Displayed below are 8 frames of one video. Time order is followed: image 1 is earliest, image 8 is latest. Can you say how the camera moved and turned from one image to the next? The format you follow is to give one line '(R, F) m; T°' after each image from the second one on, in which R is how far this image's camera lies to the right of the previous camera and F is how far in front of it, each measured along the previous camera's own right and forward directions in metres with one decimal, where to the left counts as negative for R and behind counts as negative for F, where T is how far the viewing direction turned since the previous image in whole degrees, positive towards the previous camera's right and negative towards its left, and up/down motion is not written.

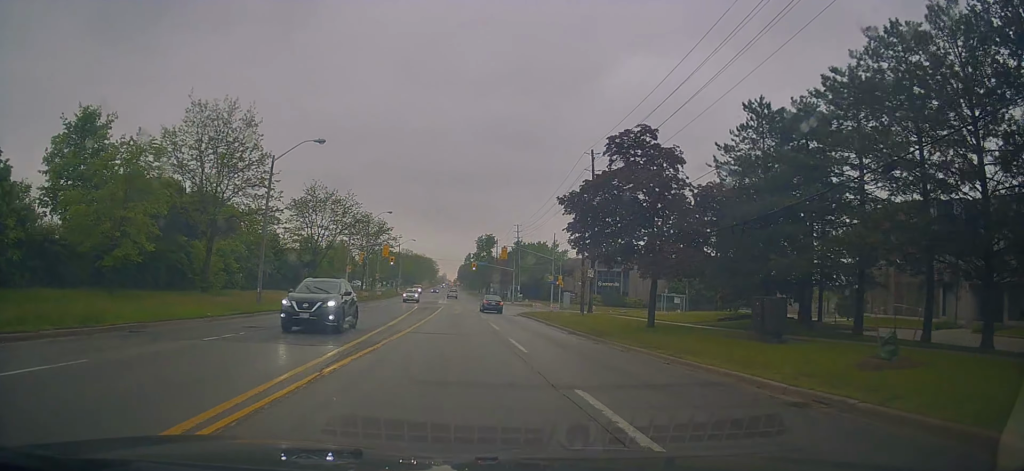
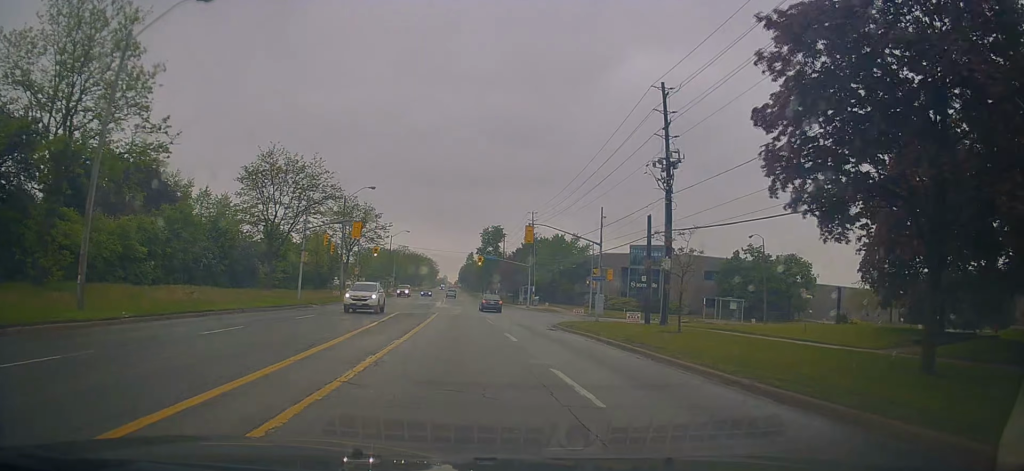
(-0.1, +17.4) m; 0°
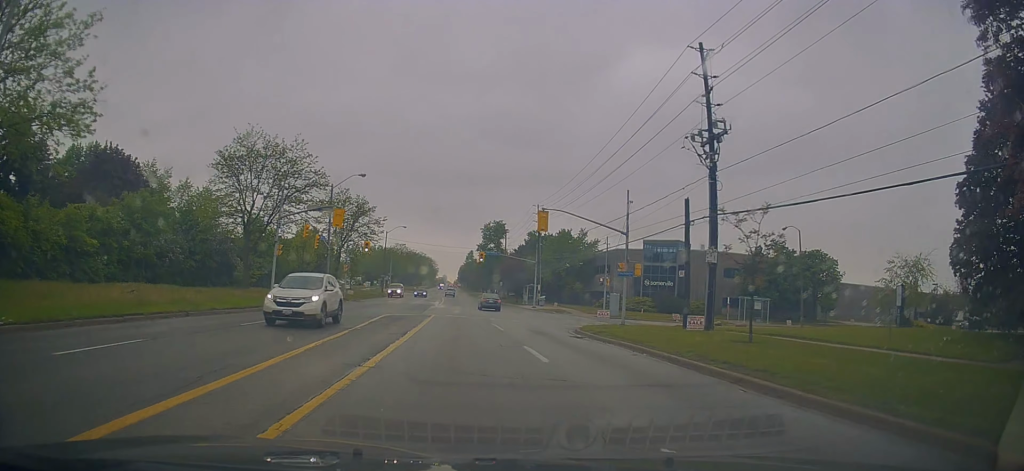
(+0.1, +6.5) m; 0°
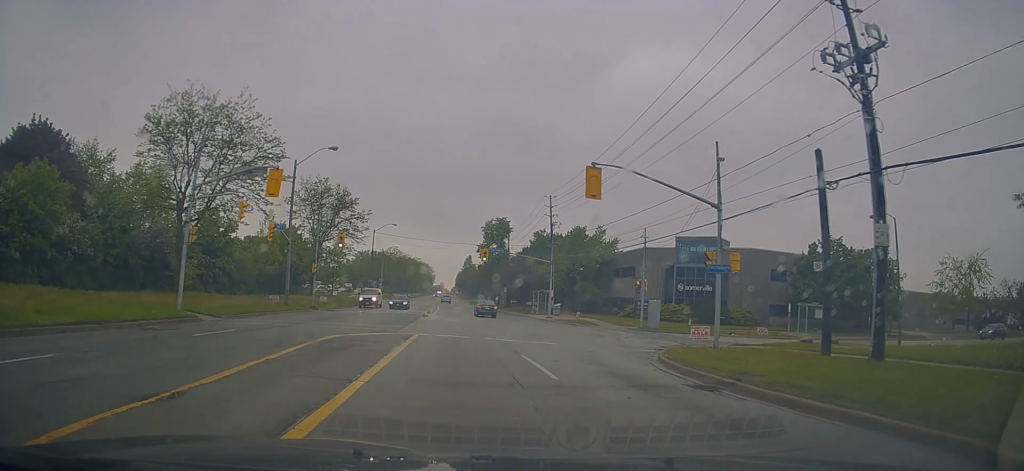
(-0.2, +11.6) m; 0°
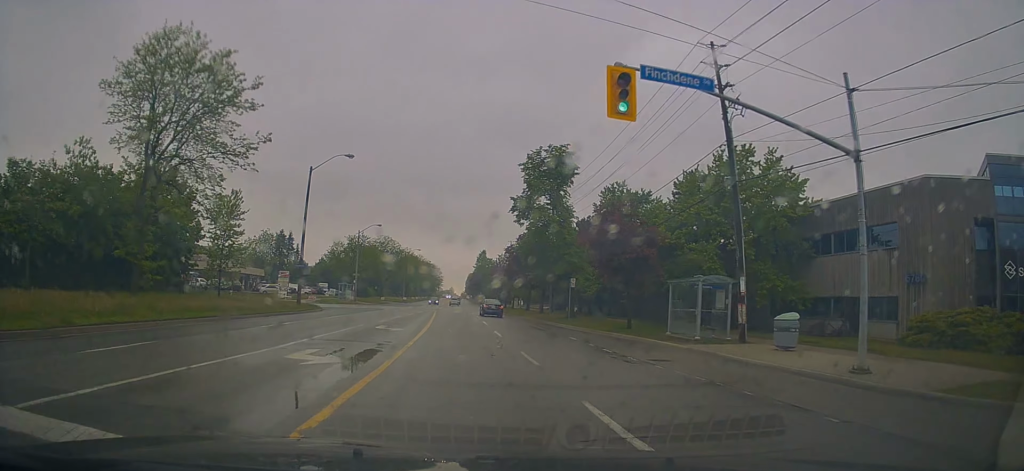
(-1.7, +42.1) m; -2°
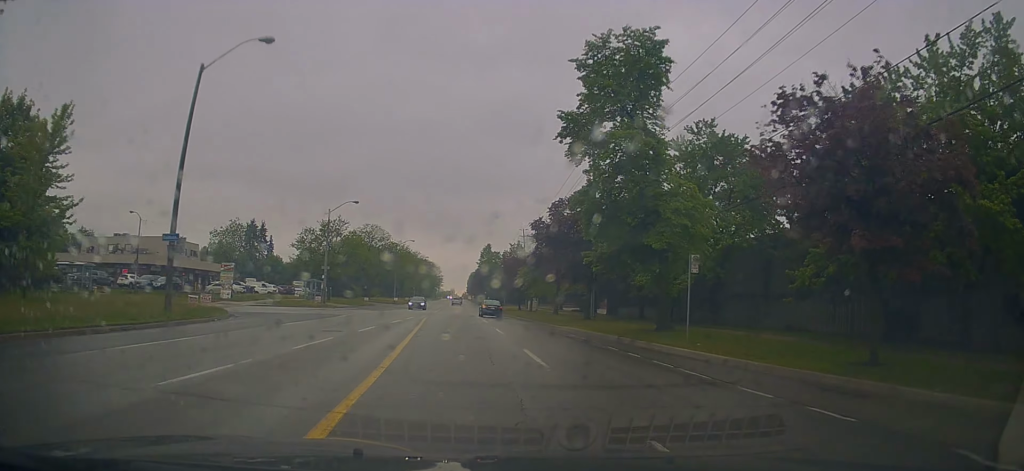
(+0.9, +19.9) m; +2°
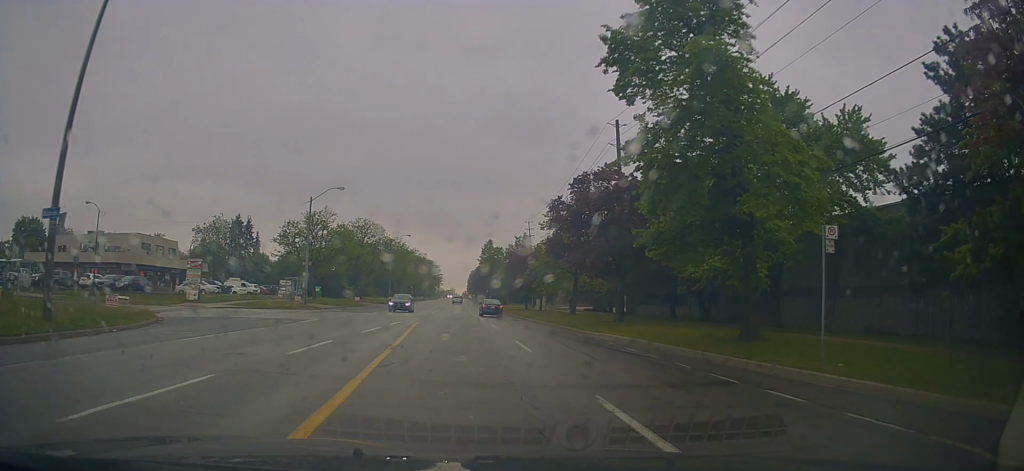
(-0.2, +7.9) m; -1°
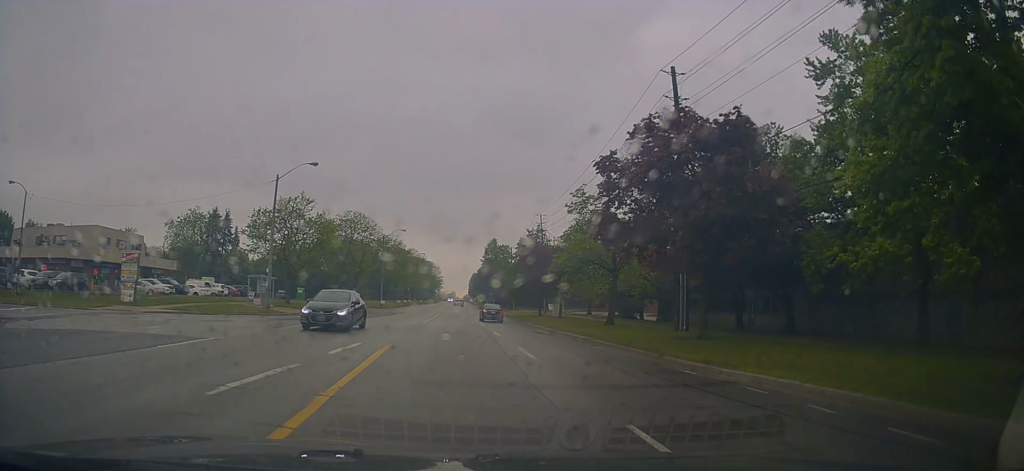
(-0.2, +11.3) m; -1°
